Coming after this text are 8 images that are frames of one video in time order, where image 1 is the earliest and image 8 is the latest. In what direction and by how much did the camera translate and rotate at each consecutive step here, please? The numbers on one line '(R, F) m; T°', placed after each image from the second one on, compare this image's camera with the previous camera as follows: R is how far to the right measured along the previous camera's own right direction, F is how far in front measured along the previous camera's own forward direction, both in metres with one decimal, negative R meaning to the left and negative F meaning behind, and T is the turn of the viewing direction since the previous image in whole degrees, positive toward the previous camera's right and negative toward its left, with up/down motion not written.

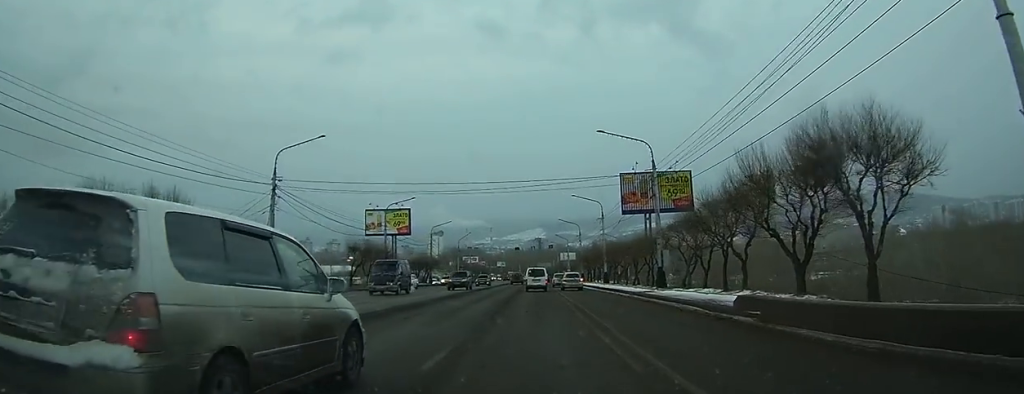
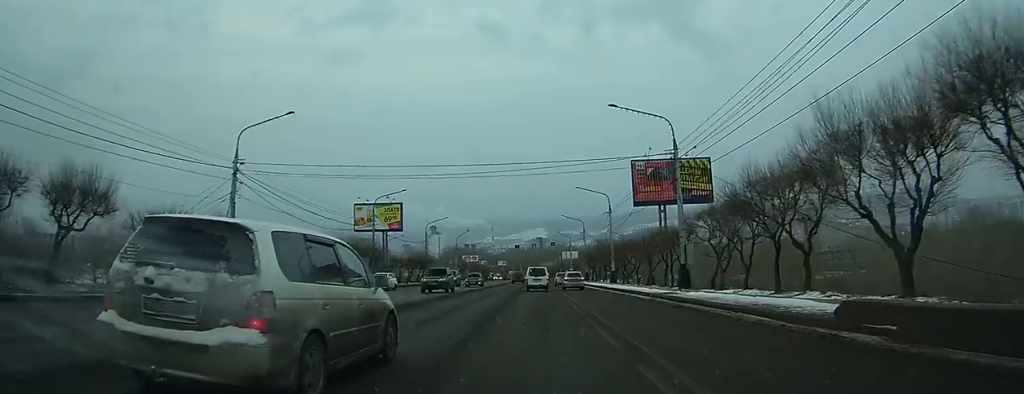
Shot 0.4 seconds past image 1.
(0.0, +5.8) m; 0°
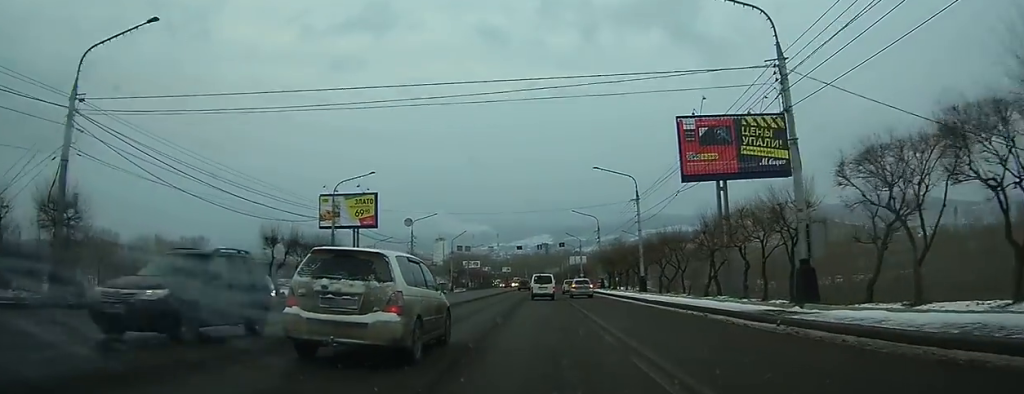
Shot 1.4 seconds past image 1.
(0.0, +14.6) m; 0°
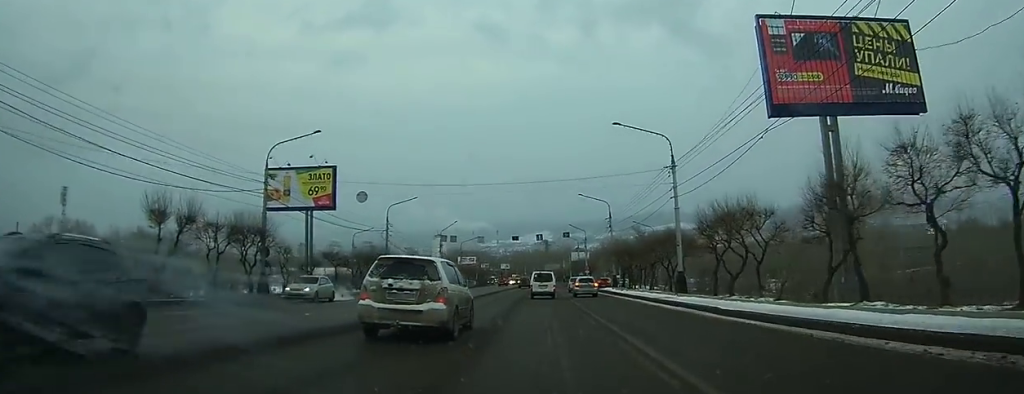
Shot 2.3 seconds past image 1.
(0.0, +13.3) m; 0°
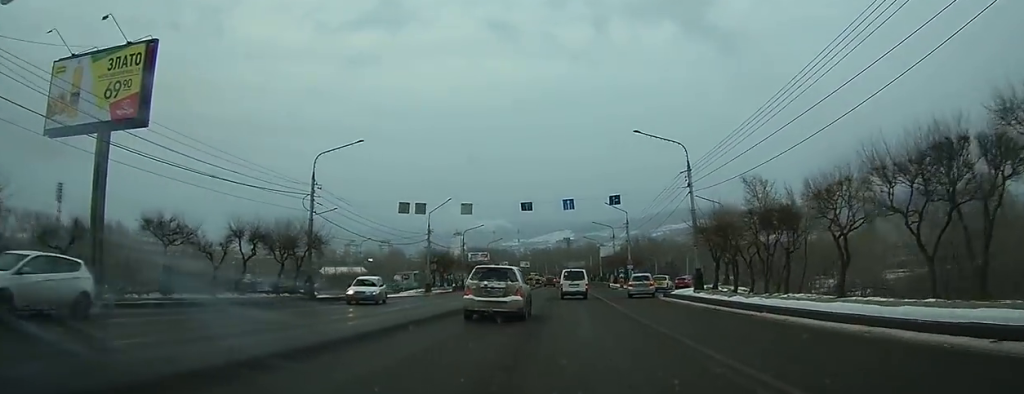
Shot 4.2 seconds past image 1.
(-0.3, +27.9) m; -2°
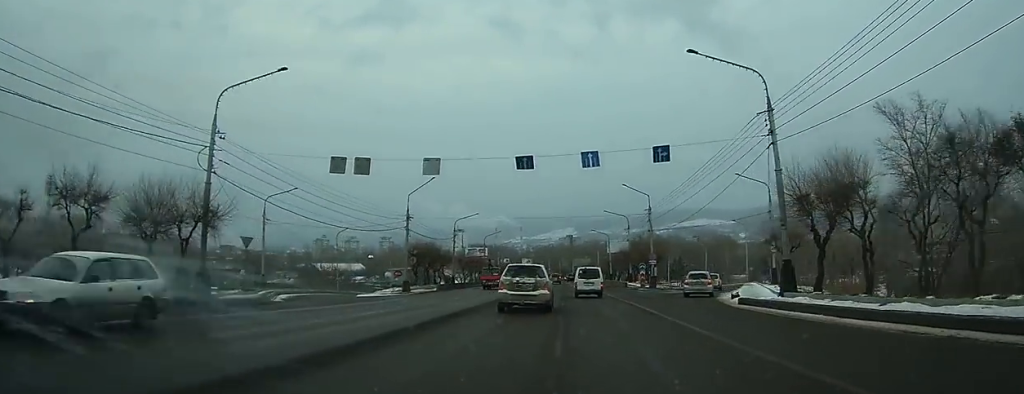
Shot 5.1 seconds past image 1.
(-0.1, +13.6) m; 0°
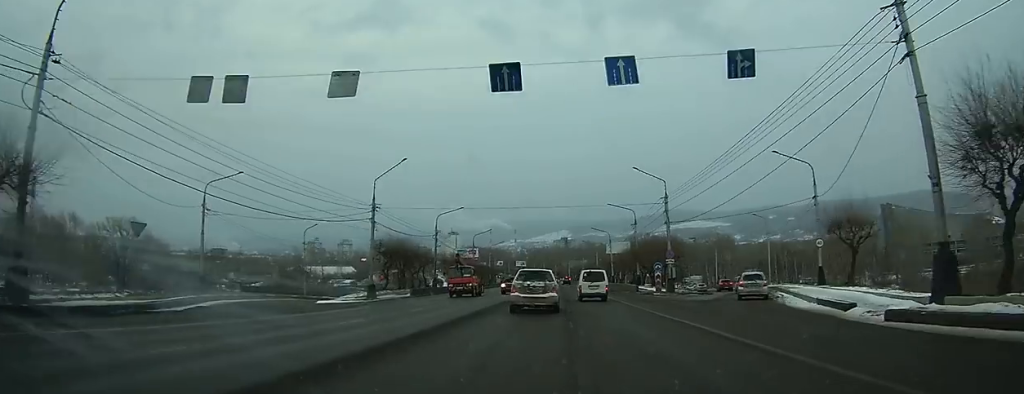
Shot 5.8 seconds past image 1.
(0.0, +10.7) m; 0°
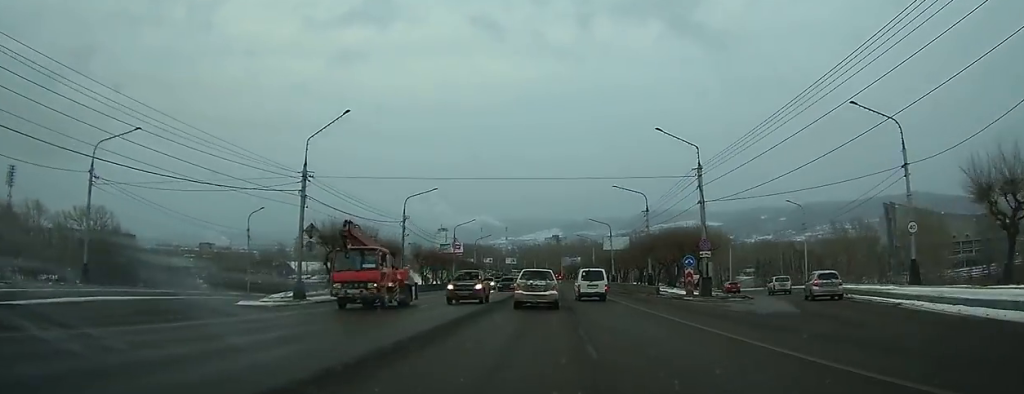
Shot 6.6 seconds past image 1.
(+0.1, +13.4) m; +1°
